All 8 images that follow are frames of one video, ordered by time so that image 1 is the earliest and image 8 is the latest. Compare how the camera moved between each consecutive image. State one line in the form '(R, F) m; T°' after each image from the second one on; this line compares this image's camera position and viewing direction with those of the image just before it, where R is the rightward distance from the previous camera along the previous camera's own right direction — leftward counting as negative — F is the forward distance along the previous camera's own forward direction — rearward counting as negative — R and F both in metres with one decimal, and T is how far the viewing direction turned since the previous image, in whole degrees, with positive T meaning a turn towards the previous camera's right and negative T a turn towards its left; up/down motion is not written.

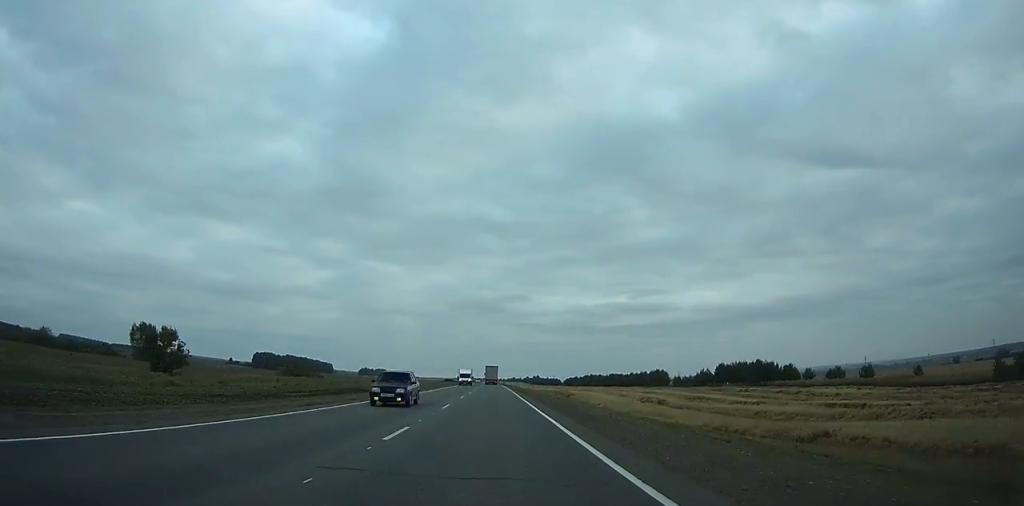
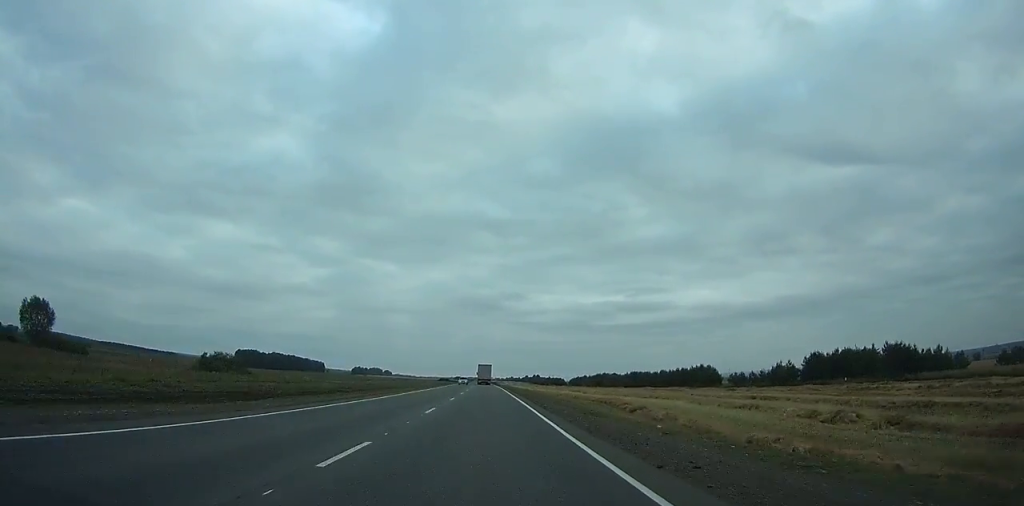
(-0.2, +49.7) m; 0°
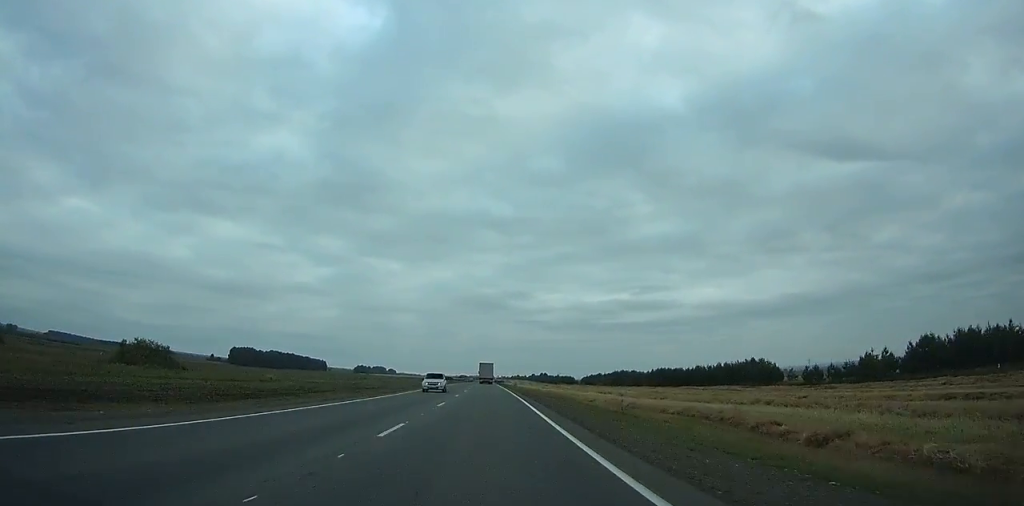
(+0.1, +32.4) m; 0°
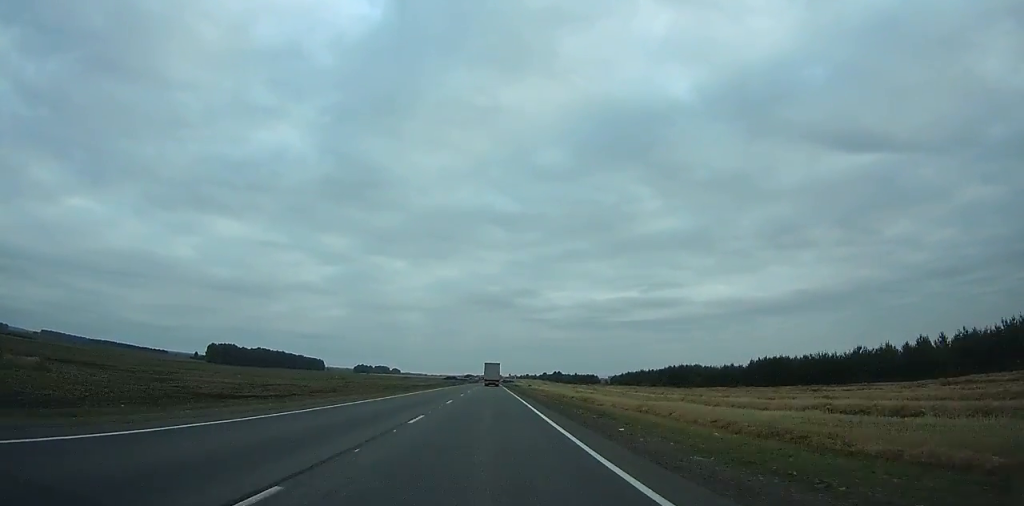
(-0.4, +79.1) m; -1°
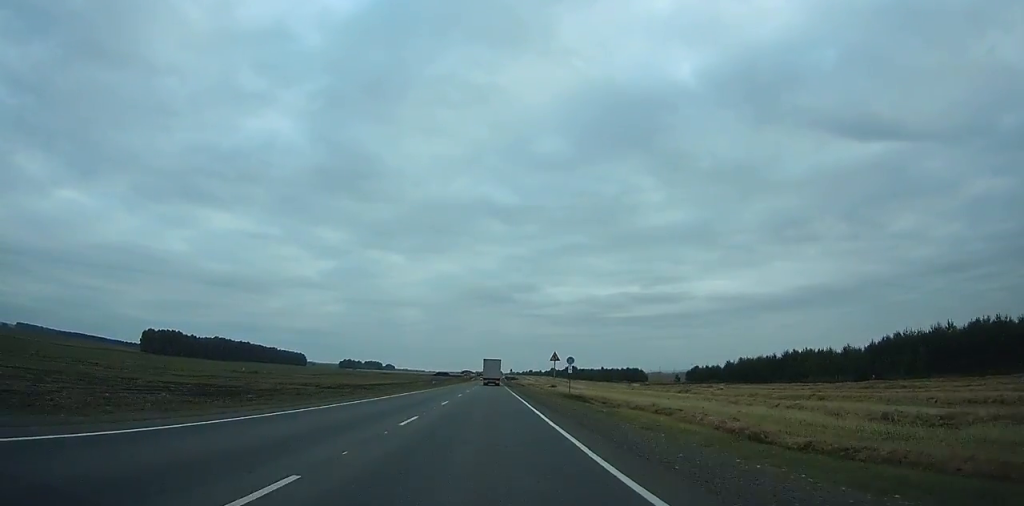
(-1.0, +134.7) m; 0°
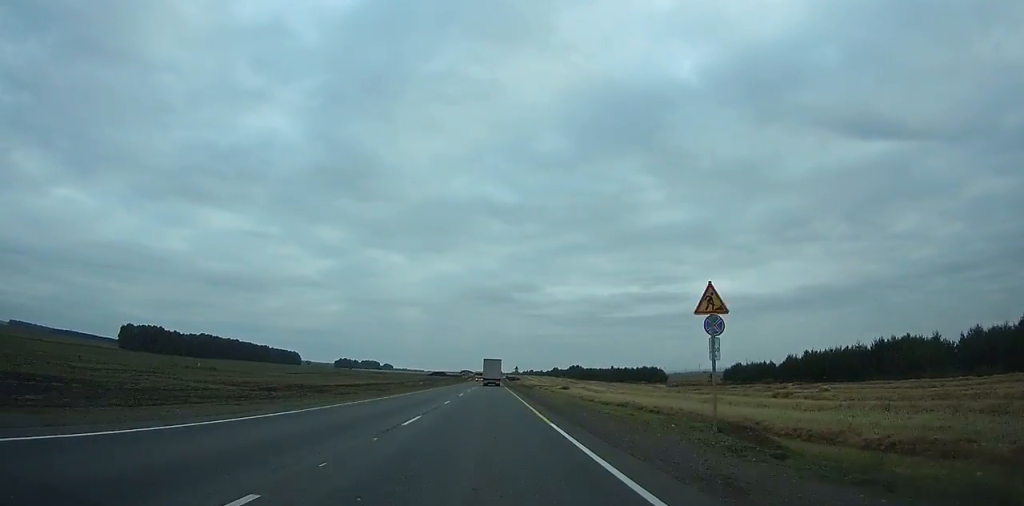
(0.0, +35.2) m; 0°
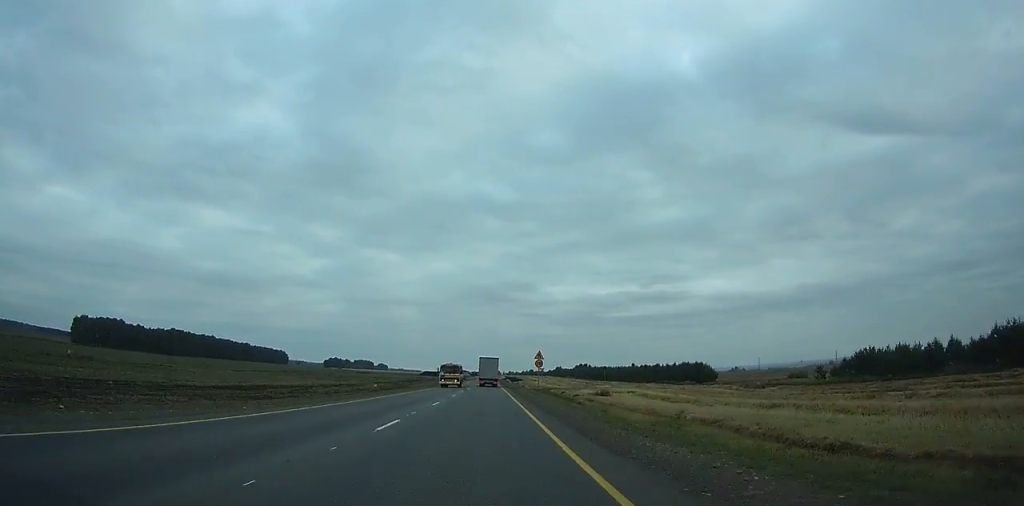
(+0.3, +61.8) m; 0°
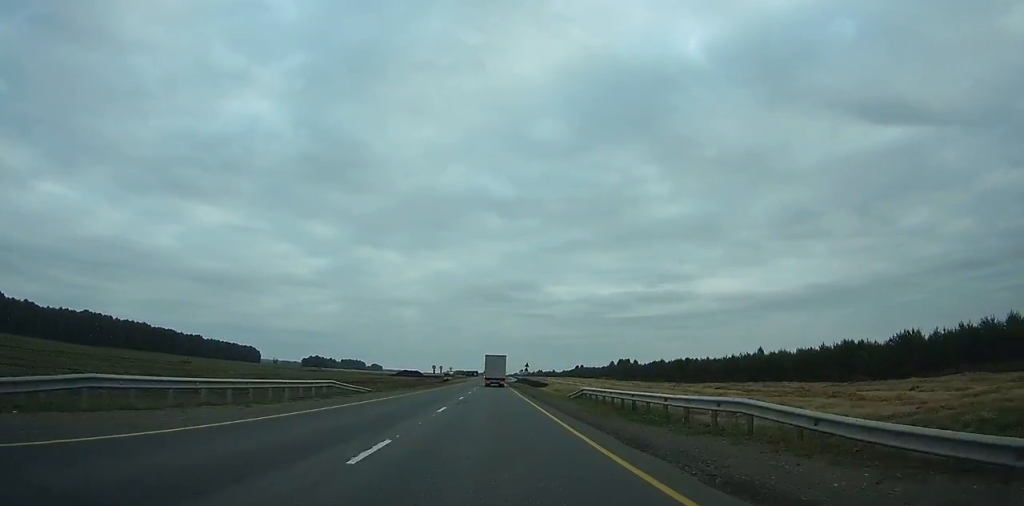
(-0.8, +150.2) m; 0°
